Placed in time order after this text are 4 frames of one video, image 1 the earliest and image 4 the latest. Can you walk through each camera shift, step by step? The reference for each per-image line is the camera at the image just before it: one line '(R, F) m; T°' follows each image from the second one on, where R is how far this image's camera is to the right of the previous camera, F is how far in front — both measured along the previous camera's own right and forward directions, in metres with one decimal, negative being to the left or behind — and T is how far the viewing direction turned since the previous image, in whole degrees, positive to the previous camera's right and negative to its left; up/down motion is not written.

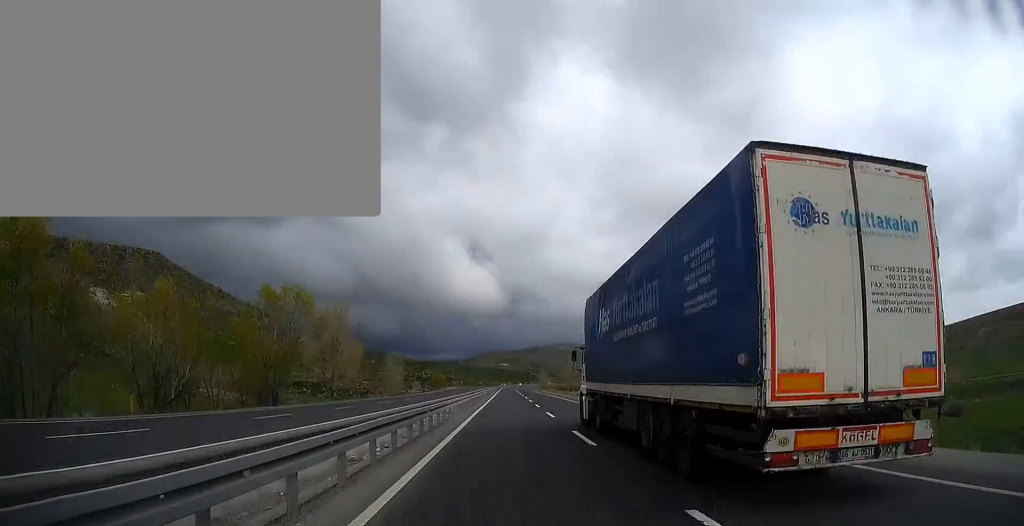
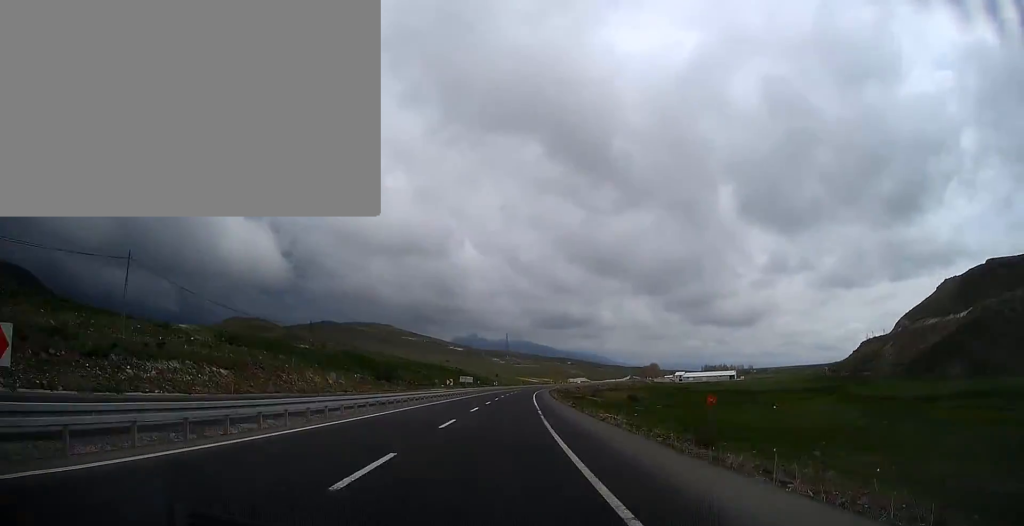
(+85.8, +600.4) m; +19°
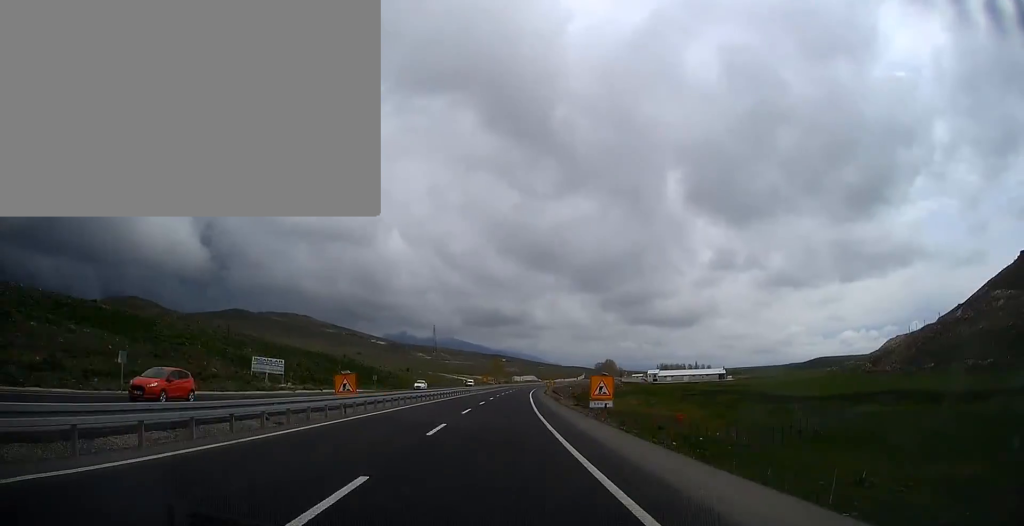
(+8.0, +155.0) m; +6°
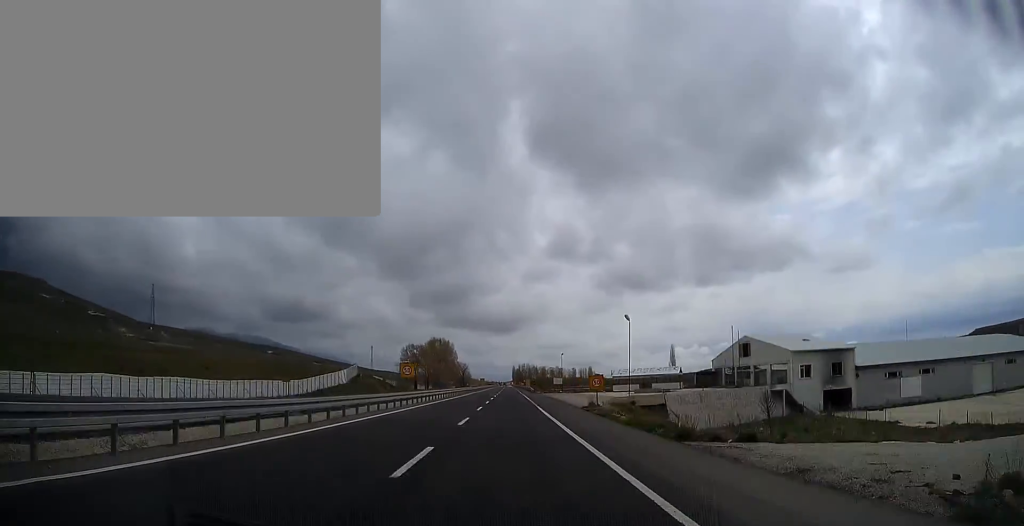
(+65.6, +440.7) m; +15°
